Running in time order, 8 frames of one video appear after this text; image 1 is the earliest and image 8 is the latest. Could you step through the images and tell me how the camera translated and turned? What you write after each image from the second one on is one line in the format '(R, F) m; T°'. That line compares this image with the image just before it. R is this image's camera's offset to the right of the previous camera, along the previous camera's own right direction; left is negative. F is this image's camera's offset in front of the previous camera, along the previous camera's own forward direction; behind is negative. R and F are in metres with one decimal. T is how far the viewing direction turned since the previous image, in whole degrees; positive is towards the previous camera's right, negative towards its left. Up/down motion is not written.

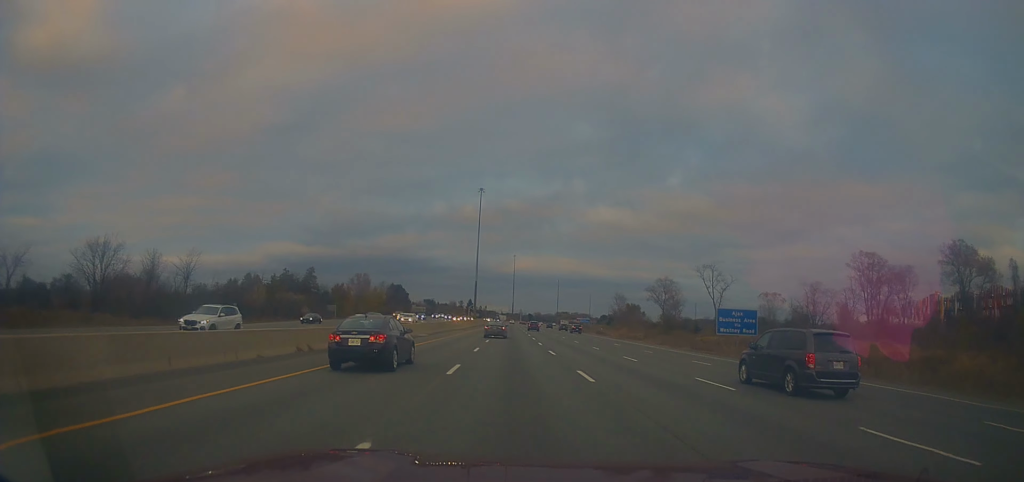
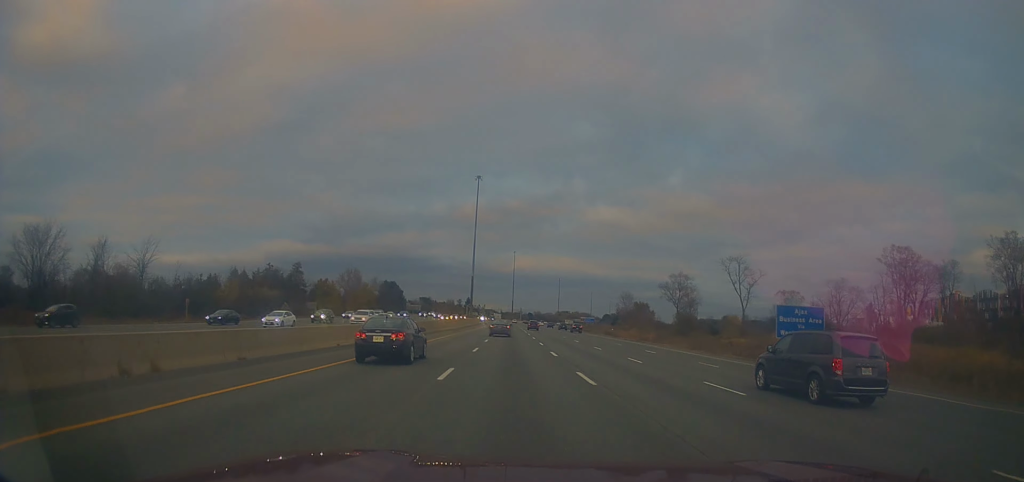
(0.0, +12.8) m; 0°
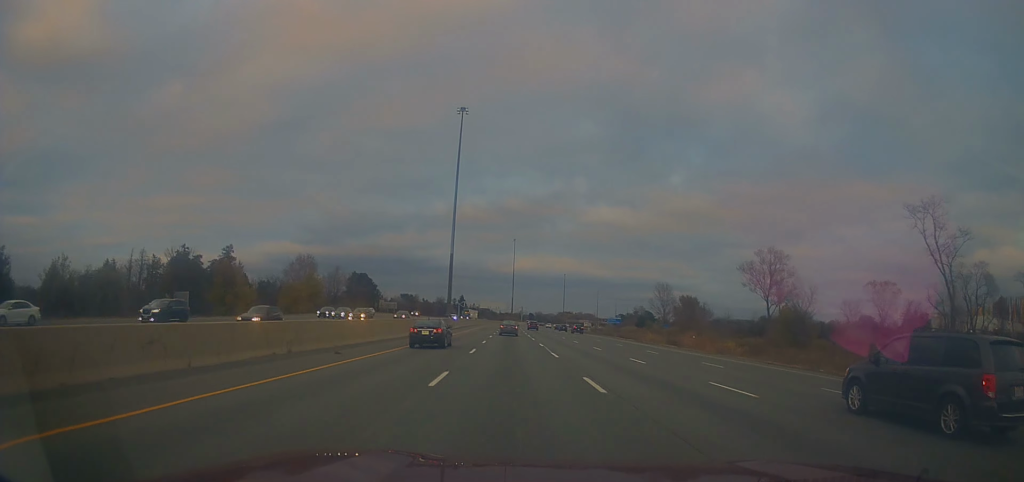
(-0.7, +48.4) m; 0°
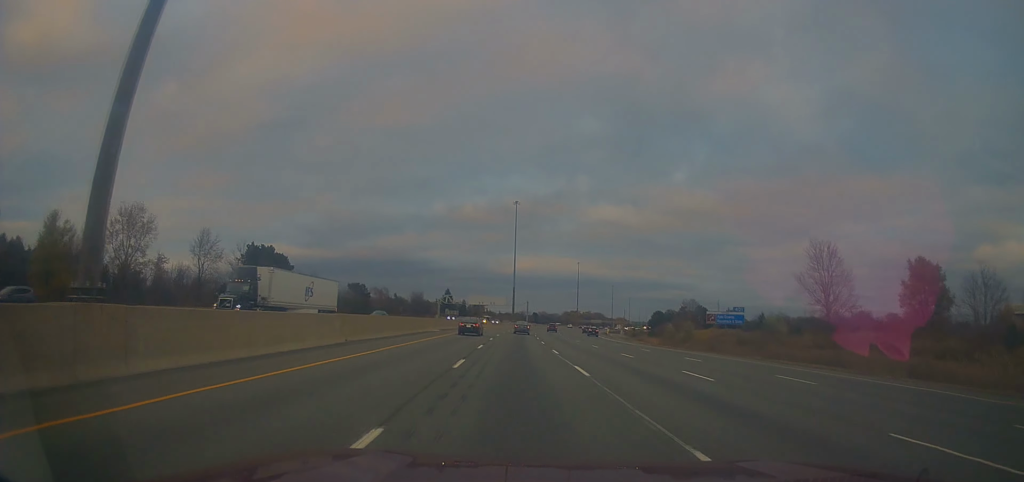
(0.0, +80.0) m; 0°
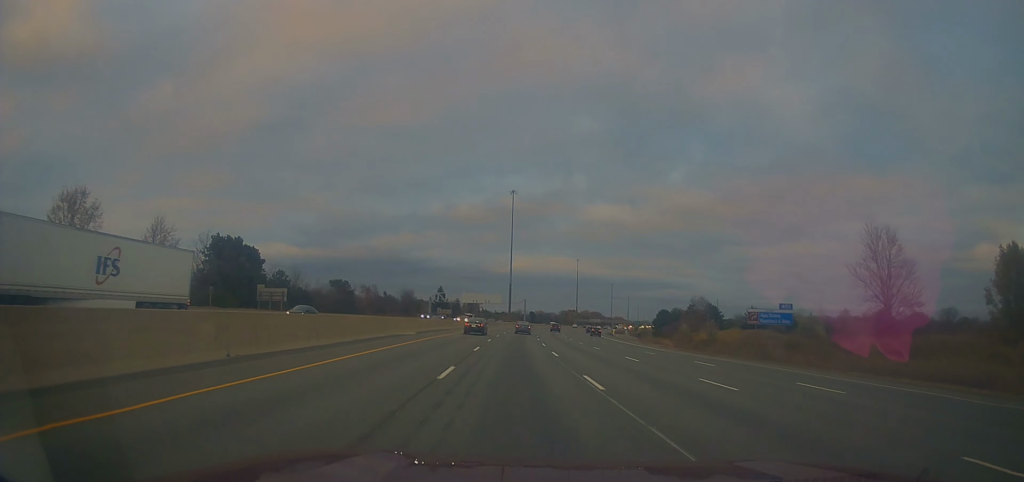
(0.0, +13.9) m; 0°
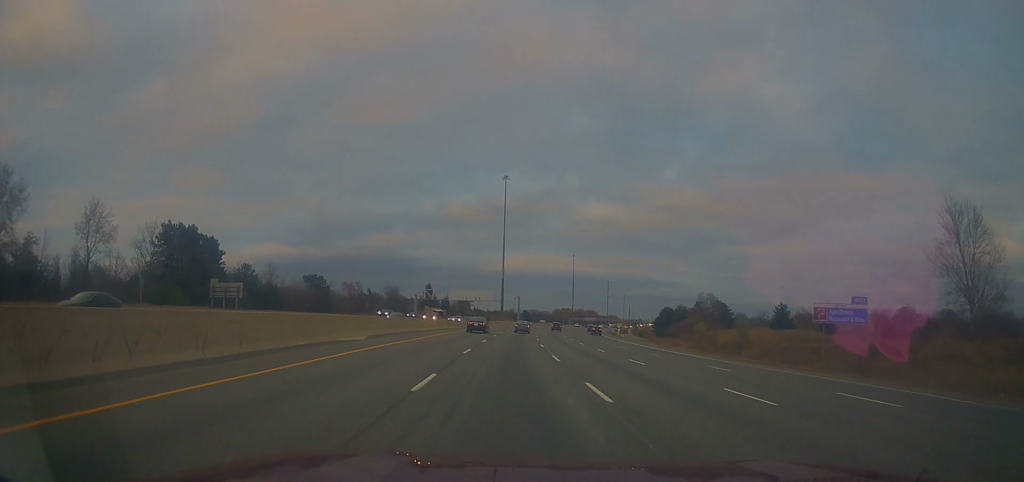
(+0.3, +14.9) m; +1°
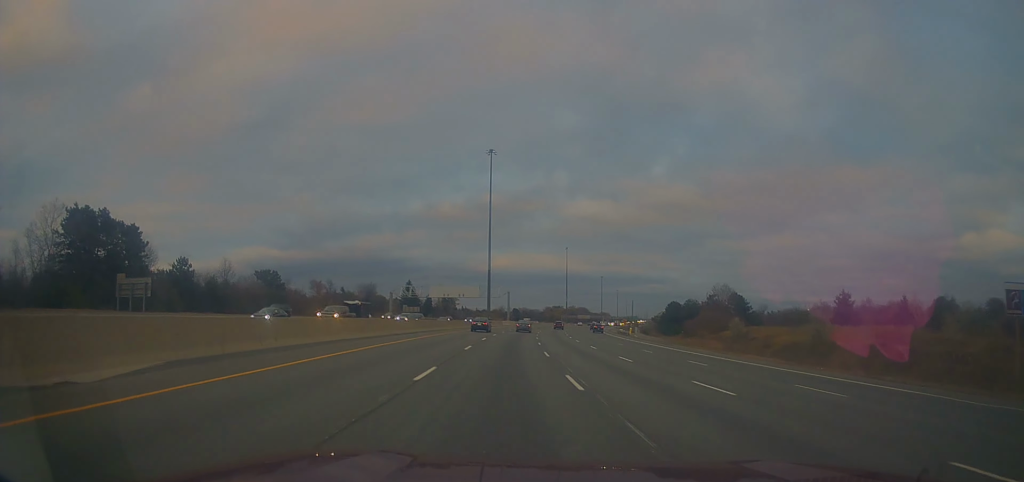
(+0.2, +21.8) m; +1°
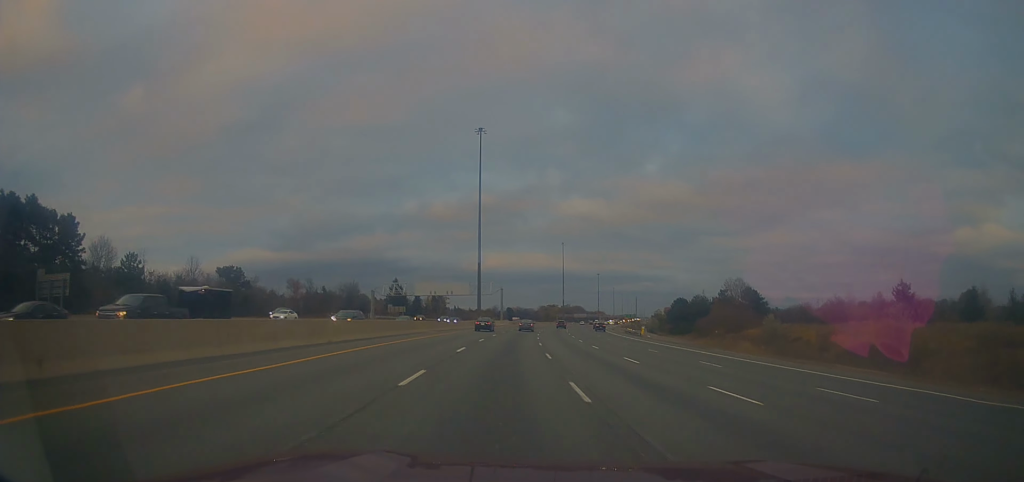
(-0.1, +13.9) m; +1°
